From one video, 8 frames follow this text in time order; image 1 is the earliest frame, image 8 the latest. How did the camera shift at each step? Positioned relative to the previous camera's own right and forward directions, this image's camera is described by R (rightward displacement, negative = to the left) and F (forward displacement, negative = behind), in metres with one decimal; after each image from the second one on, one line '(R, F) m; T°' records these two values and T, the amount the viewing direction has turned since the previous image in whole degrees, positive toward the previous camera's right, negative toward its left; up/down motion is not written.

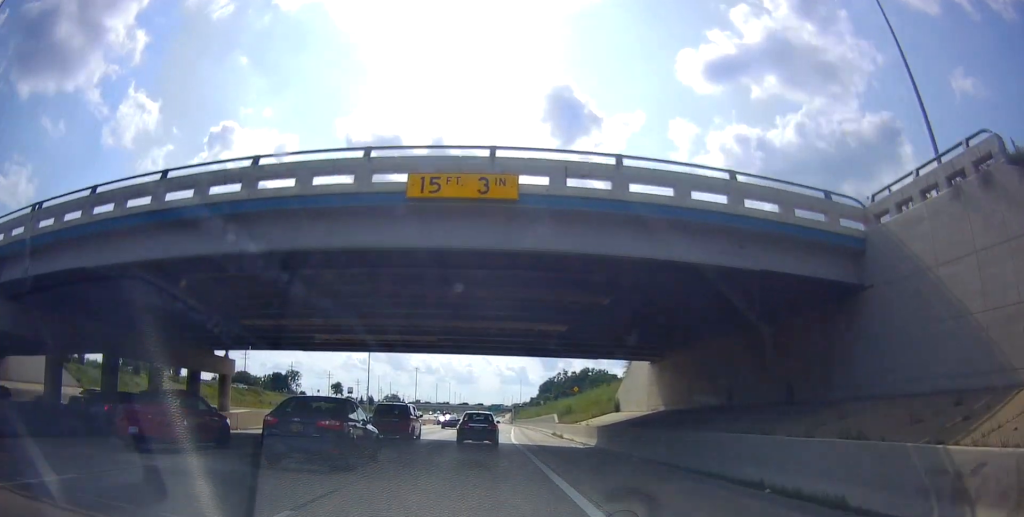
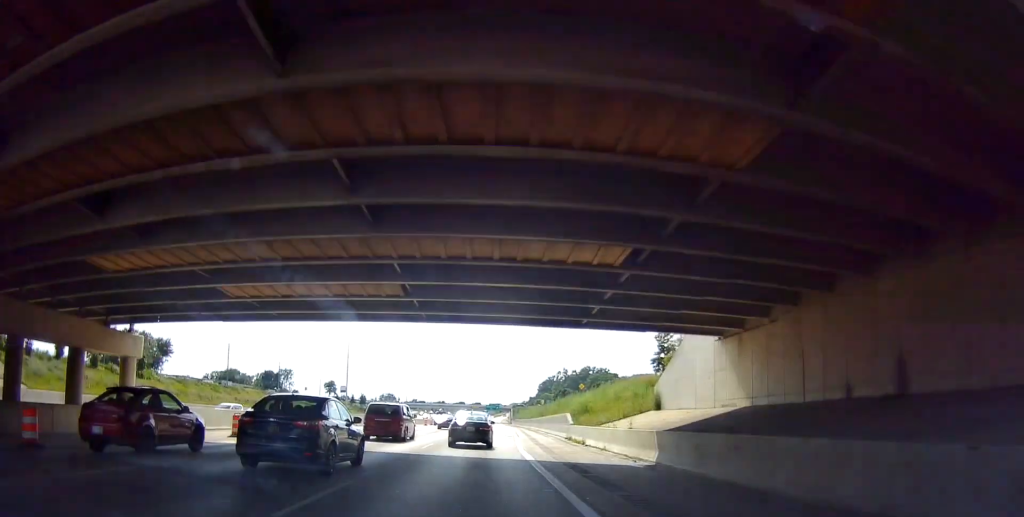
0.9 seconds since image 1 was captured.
(0.0, +11.3) m; 0°
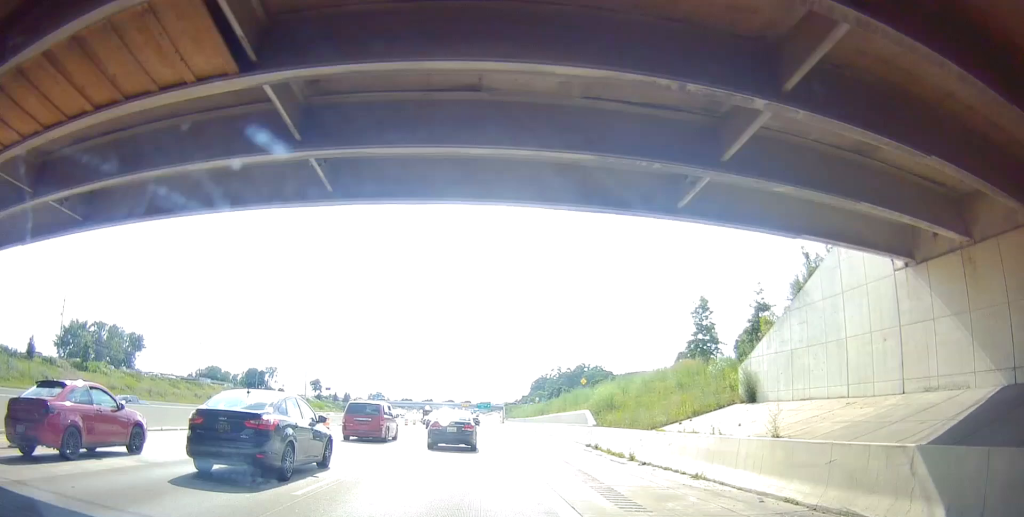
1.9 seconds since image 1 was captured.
(+0.1, +13.0) m; +1°
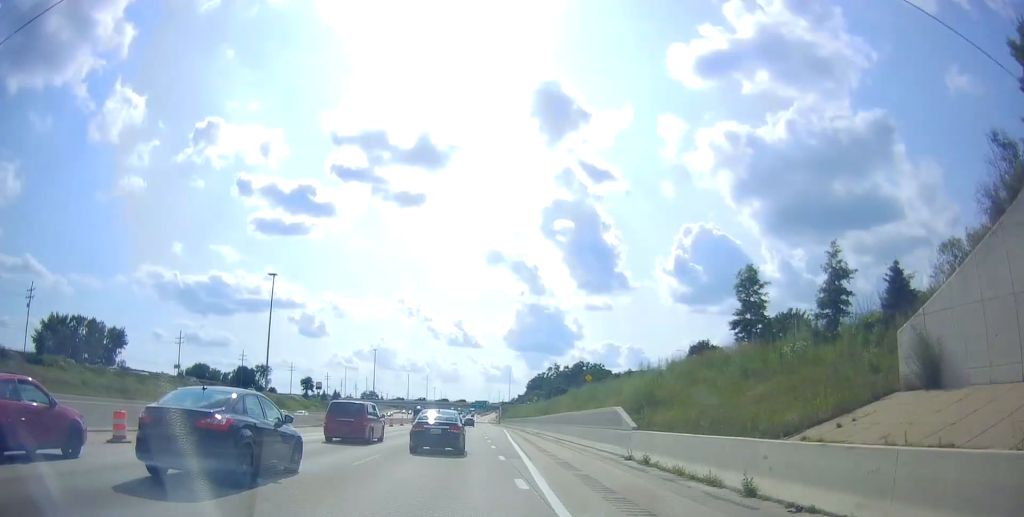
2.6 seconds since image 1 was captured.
(+0.1, +9.6) m; +1°
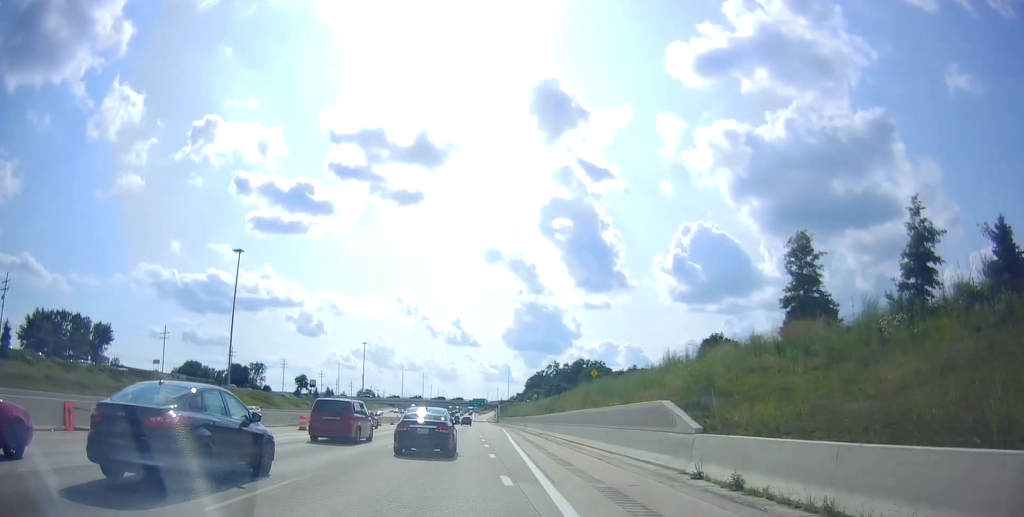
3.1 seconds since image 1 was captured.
(+0.2, +7.3) m; 0°
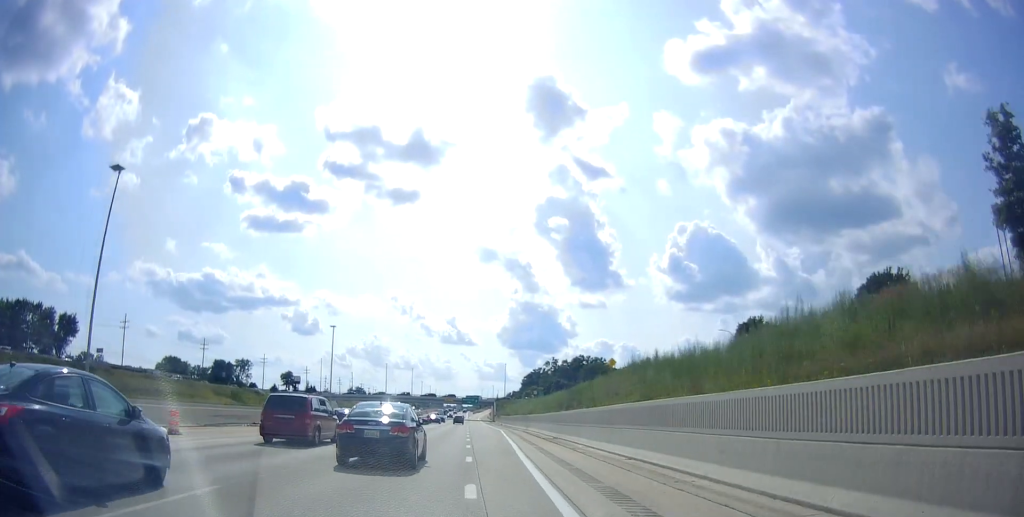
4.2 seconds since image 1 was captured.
(-0.3, +16.2) m; -2°
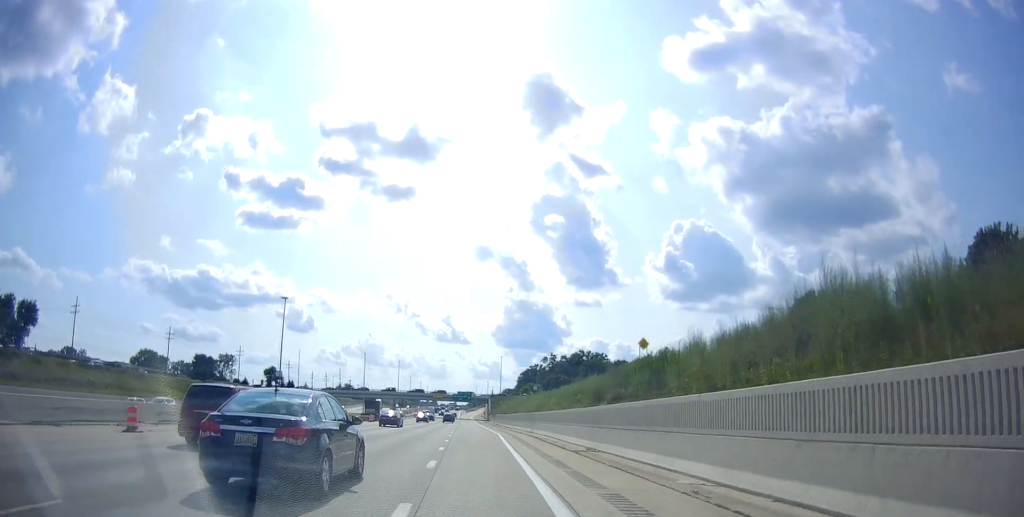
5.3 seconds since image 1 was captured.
(-0.1, +17.7) m; 0°
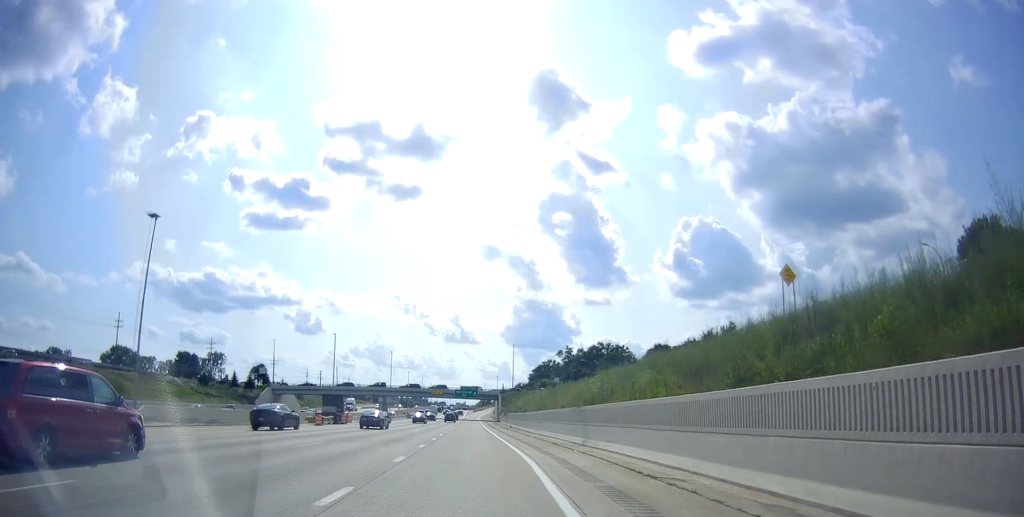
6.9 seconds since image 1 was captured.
(0.0, +30.1) m; 0°
